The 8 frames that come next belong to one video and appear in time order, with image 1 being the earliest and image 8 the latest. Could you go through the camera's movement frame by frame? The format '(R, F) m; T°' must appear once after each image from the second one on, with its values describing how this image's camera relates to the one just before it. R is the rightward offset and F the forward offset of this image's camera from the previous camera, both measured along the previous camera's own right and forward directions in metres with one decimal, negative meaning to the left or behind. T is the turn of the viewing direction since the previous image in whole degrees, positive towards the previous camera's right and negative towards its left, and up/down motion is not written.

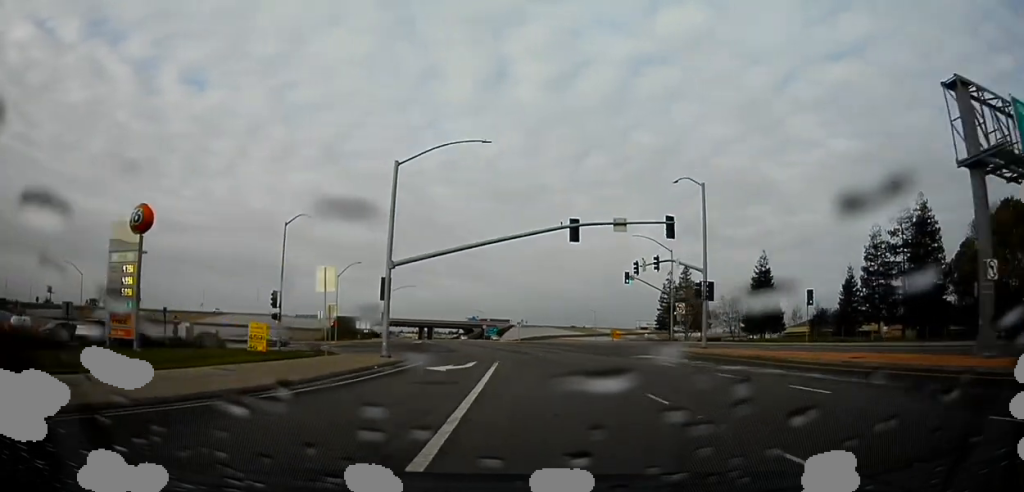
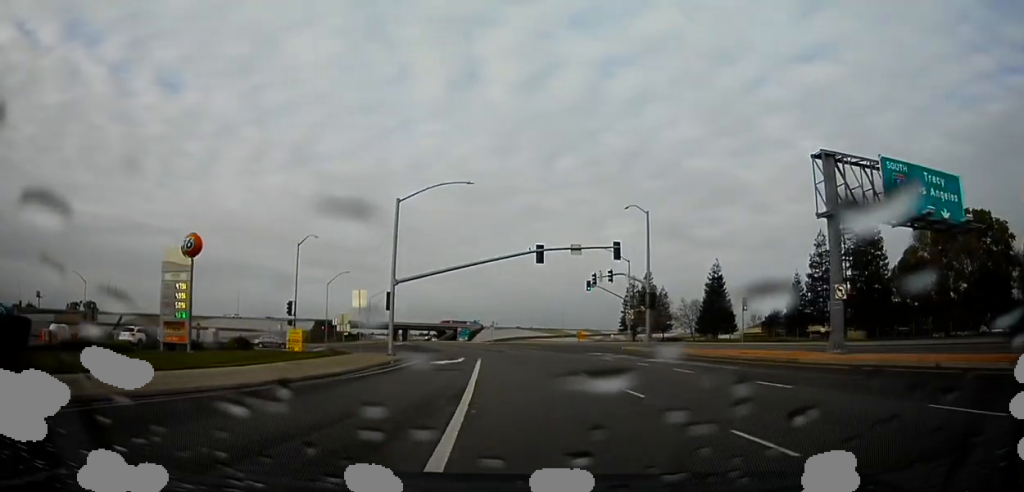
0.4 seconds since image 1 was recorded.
(0.0, +8.9) m; +2°
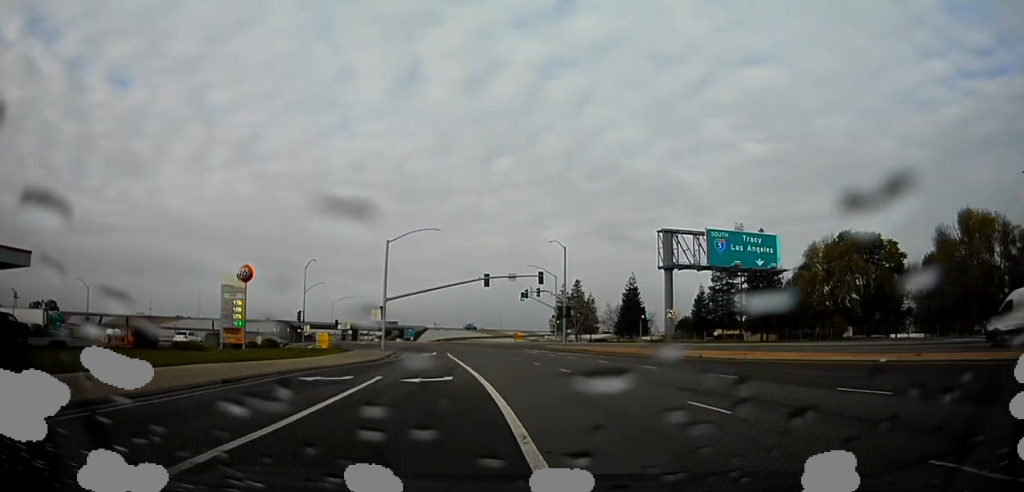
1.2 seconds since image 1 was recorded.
(+0.6, +17.5) m; +5°
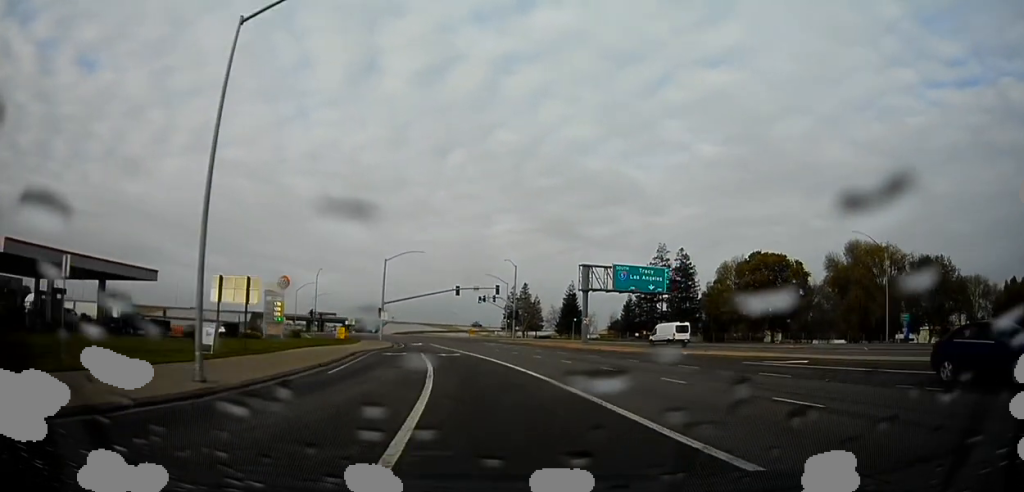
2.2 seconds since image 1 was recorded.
(+1.3, +20.6) m; +6°
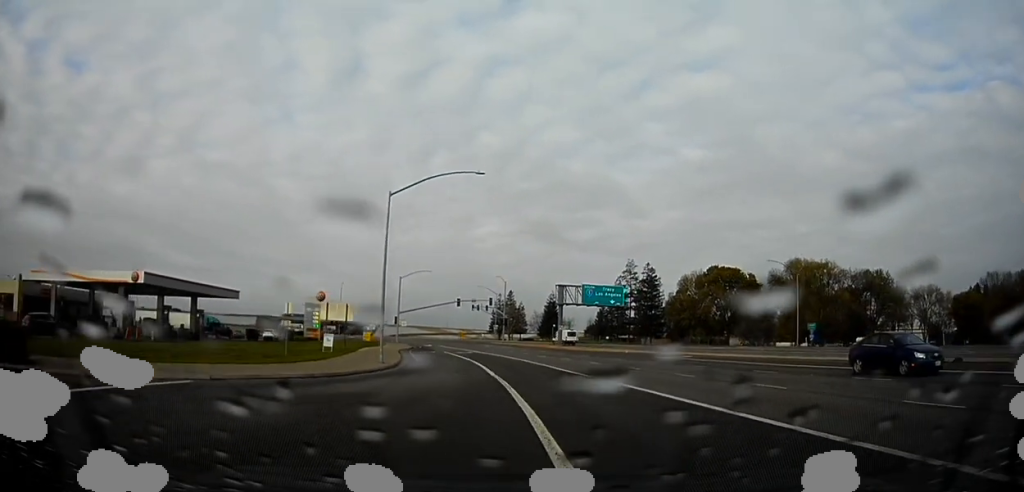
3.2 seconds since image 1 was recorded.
(+0.9, +20.1) m; +4°
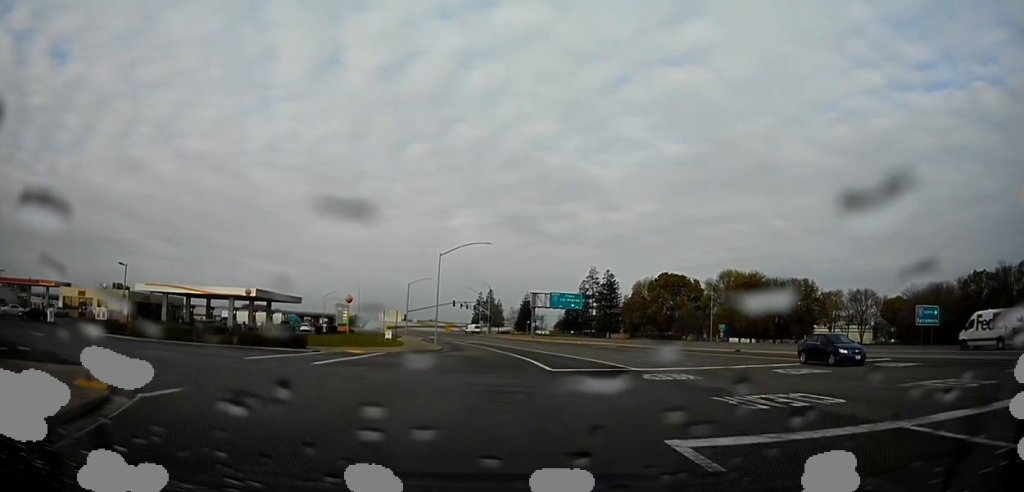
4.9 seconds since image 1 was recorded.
(+1.0, +30.4) m; +3°
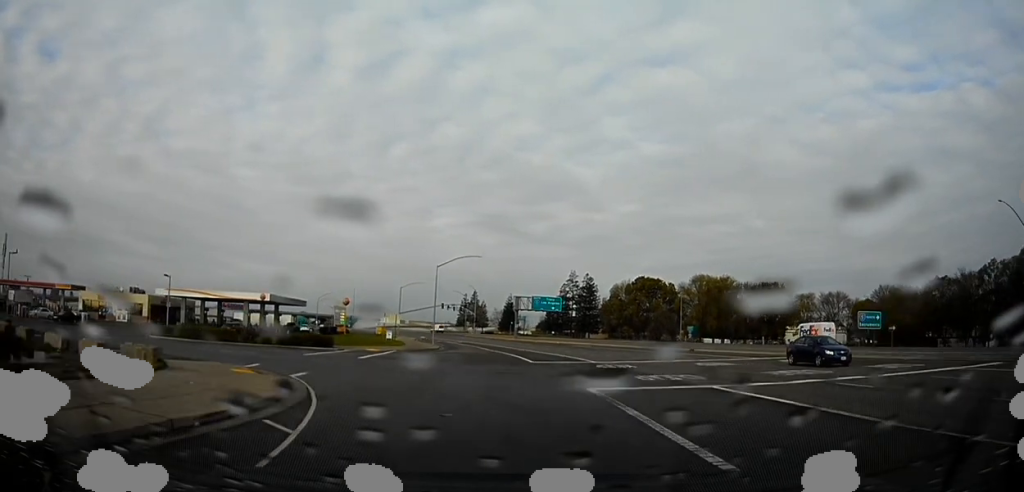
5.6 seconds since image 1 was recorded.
(-0.1, +11.2) m; +1°
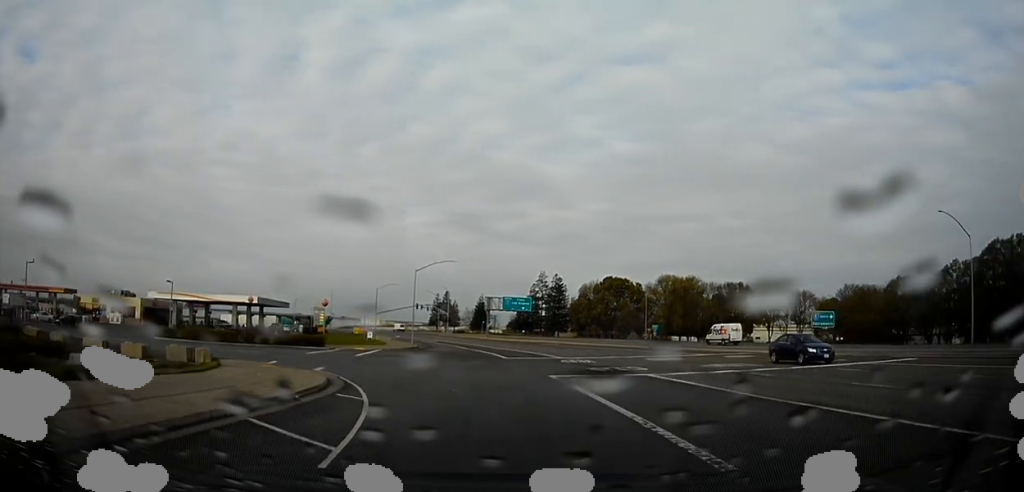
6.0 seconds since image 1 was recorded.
(+0.1, +5.7) m; +2°
